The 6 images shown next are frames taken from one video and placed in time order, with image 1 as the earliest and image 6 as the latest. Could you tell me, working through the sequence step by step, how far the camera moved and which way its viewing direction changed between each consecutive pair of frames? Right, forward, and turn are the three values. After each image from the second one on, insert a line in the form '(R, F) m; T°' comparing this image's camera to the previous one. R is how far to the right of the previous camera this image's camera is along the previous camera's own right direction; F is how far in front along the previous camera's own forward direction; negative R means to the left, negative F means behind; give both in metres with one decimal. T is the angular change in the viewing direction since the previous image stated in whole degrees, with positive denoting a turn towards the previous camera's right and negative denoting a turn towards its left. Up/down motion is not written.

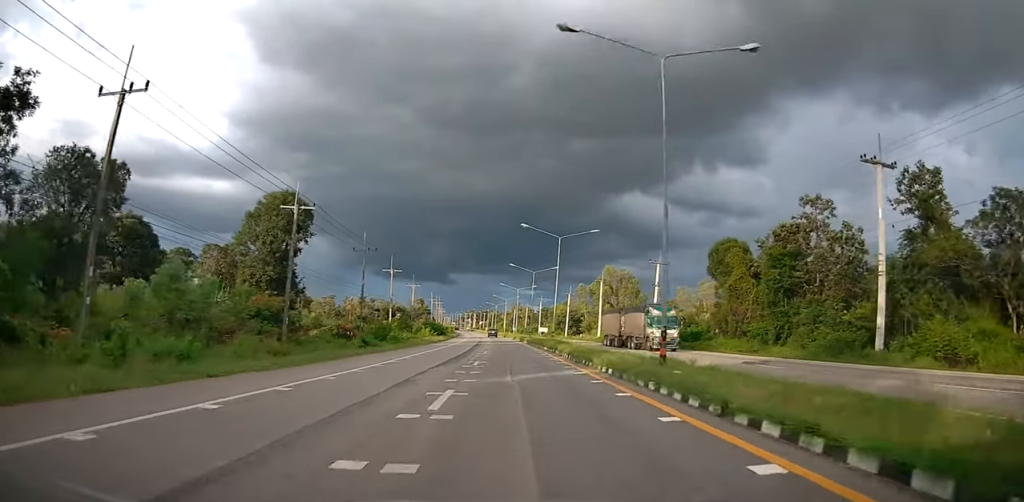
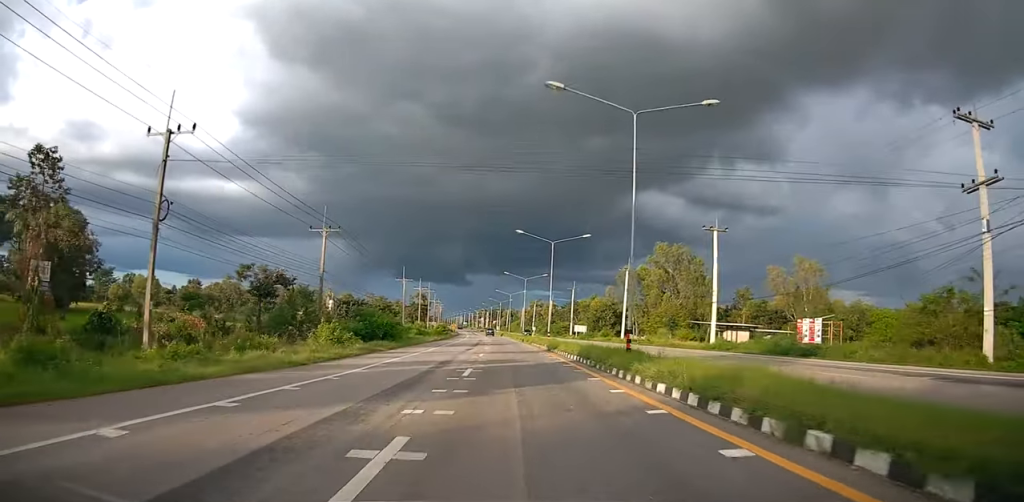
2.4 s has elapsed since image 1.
(-1.9, +53.8) m; -3°
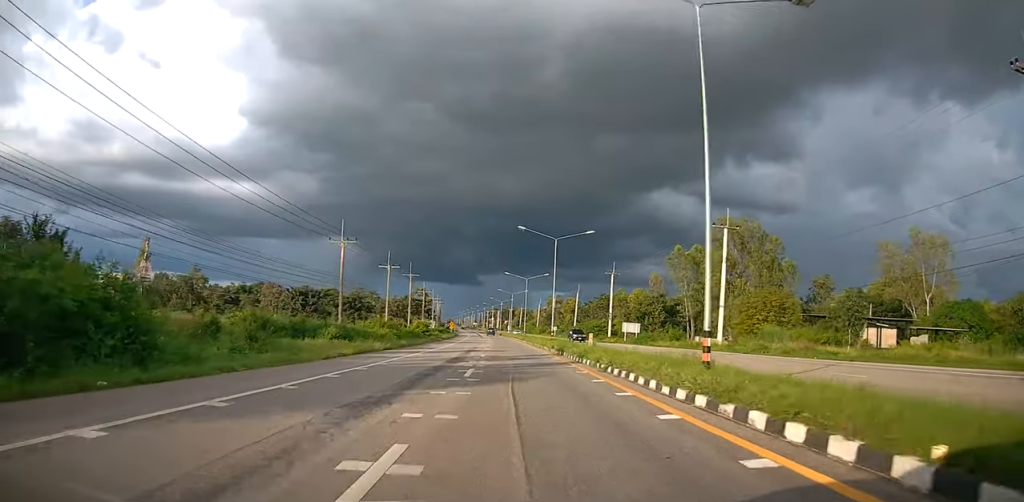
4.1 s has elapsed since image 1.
(-0.2, +37.0) m; -1°
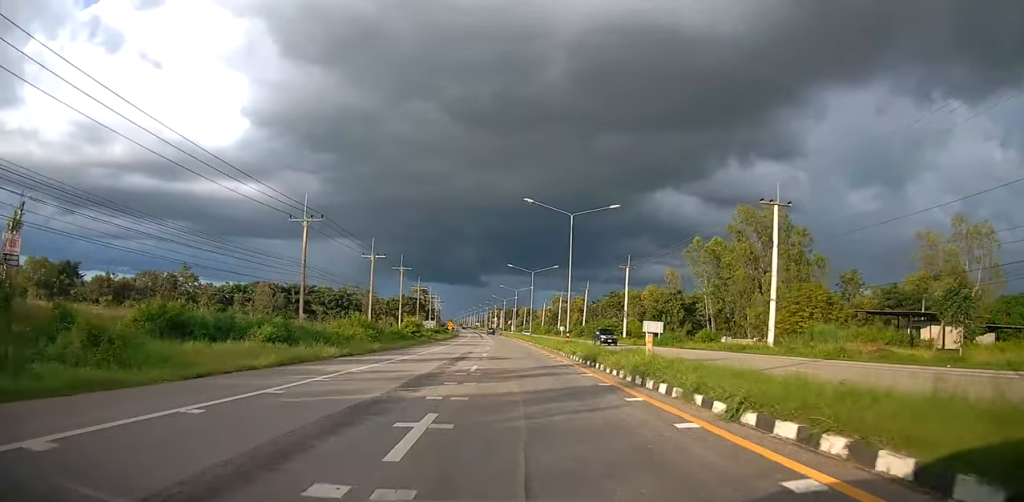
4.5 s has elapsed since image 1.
(0.0, +10.0) m; 0°
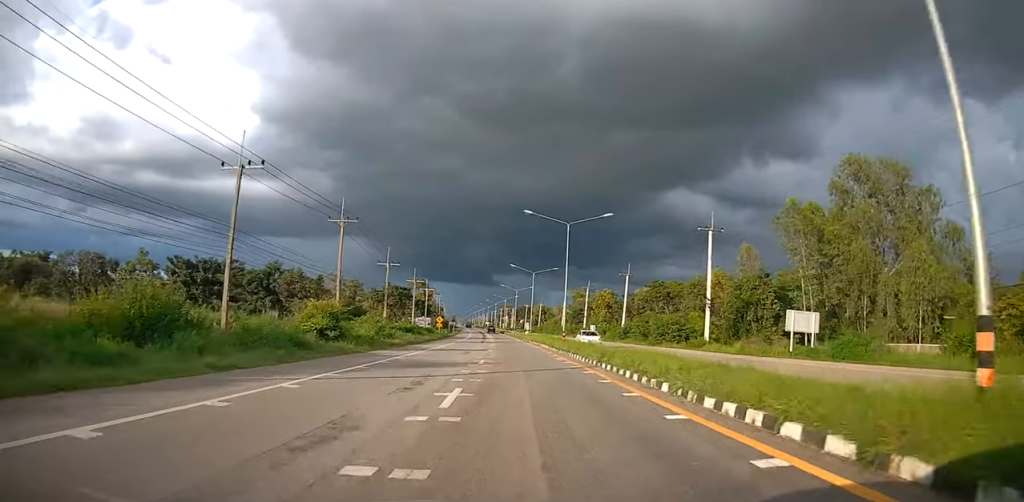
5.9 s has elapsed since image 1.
(-0.2, +32.9) m; 0°
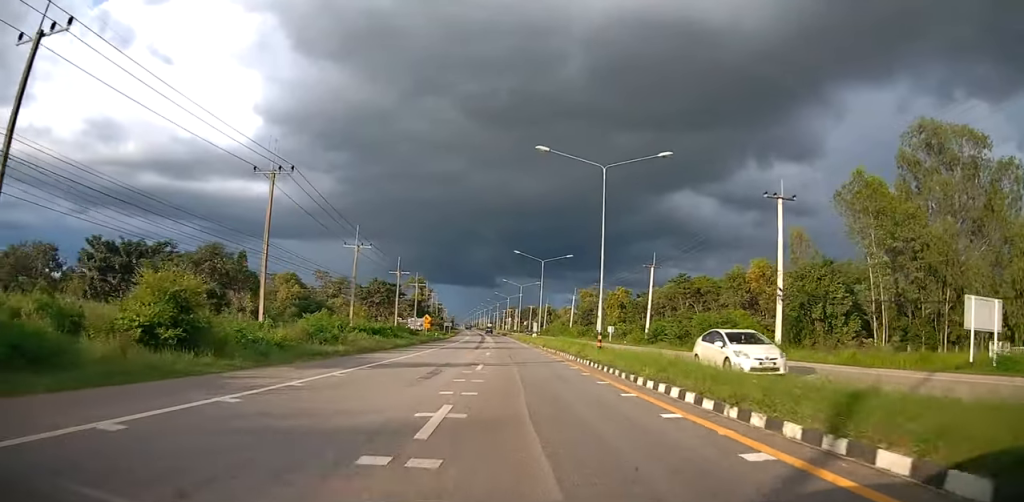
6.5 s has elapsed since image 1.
(0.0, +14.8) m; -1°
